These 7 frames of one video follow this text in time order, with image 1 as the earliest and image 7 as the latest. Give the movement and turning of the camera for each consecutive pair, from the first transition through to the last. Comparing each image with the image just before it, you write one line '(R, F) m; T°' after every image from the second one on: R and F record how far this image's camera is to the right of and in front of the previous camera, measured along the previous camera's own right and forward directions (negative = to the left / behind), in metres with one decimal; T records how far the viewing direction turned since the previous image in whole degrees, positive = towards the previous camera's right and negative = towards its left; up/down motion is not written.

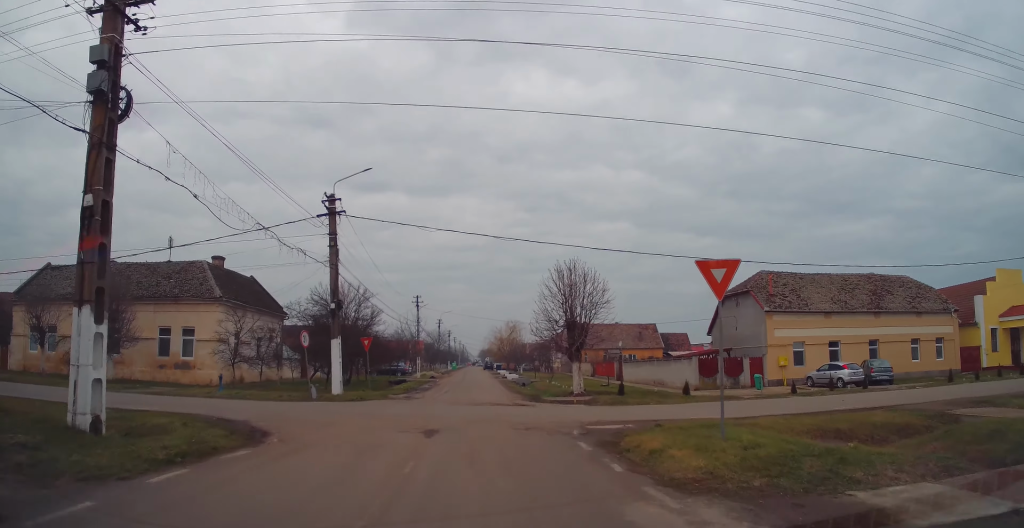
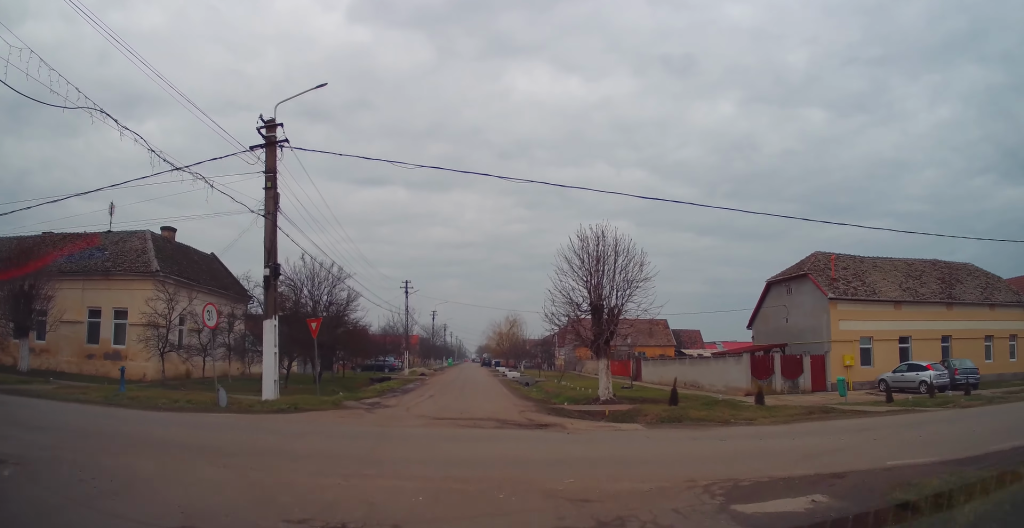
(-0.1, +10.0) m; +1°
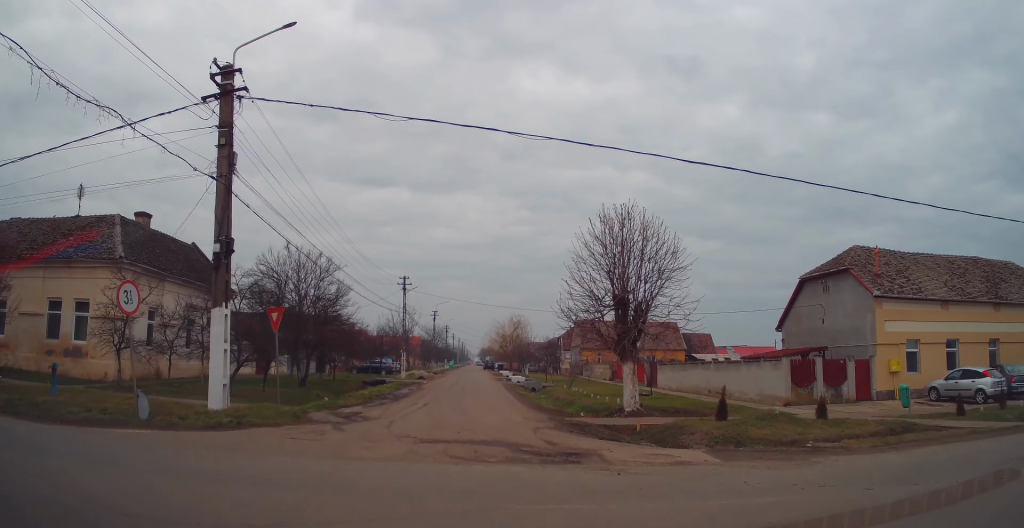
(+0.3, +5.8) m; +2°
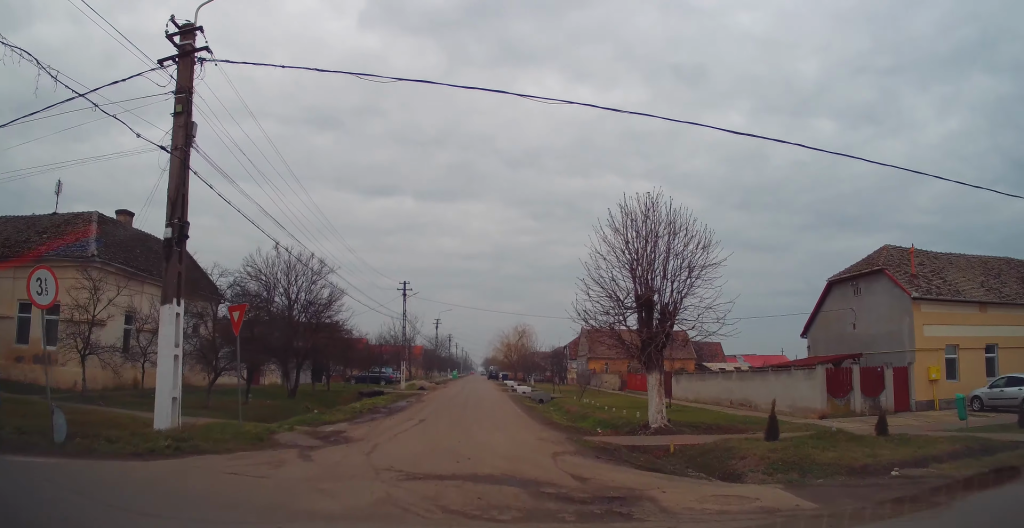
(-0.1, +3.4) m; -1°
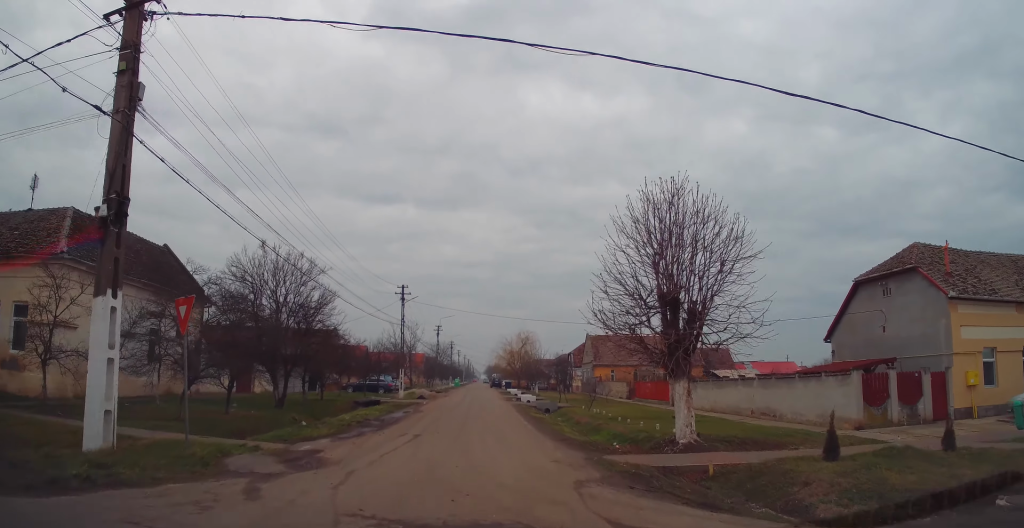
(-0.1, +2.5) m; -1°
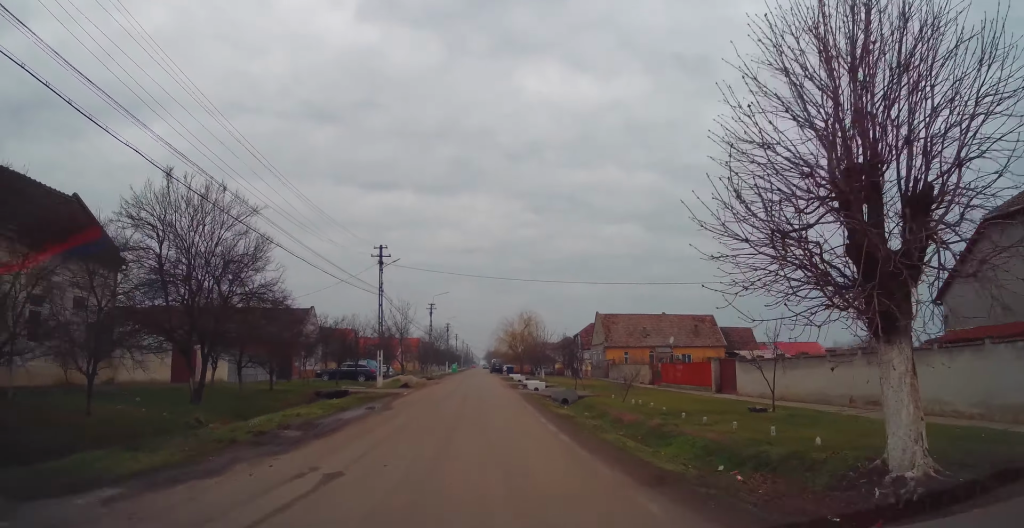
(-0.1, +8.2) m; -2°
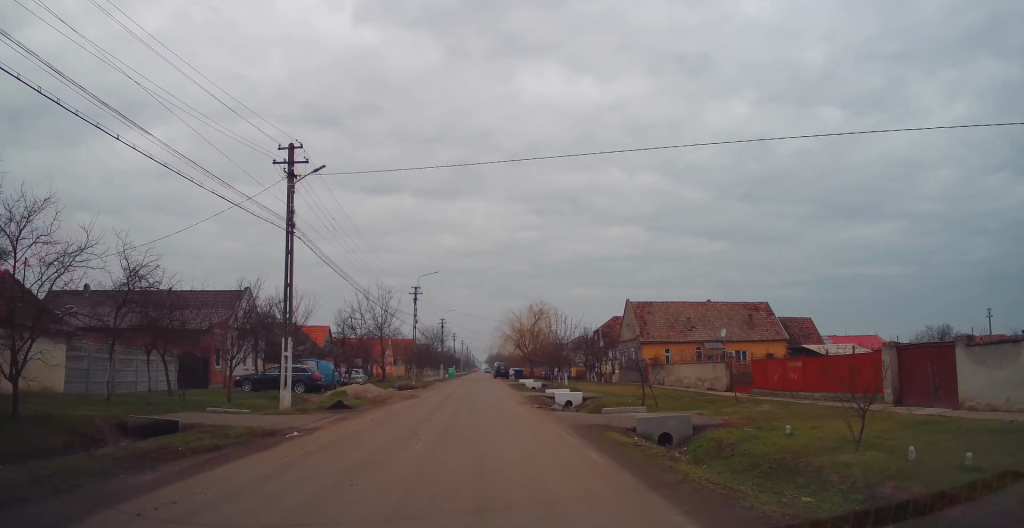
(+0.2, +14.8) m; +2°
